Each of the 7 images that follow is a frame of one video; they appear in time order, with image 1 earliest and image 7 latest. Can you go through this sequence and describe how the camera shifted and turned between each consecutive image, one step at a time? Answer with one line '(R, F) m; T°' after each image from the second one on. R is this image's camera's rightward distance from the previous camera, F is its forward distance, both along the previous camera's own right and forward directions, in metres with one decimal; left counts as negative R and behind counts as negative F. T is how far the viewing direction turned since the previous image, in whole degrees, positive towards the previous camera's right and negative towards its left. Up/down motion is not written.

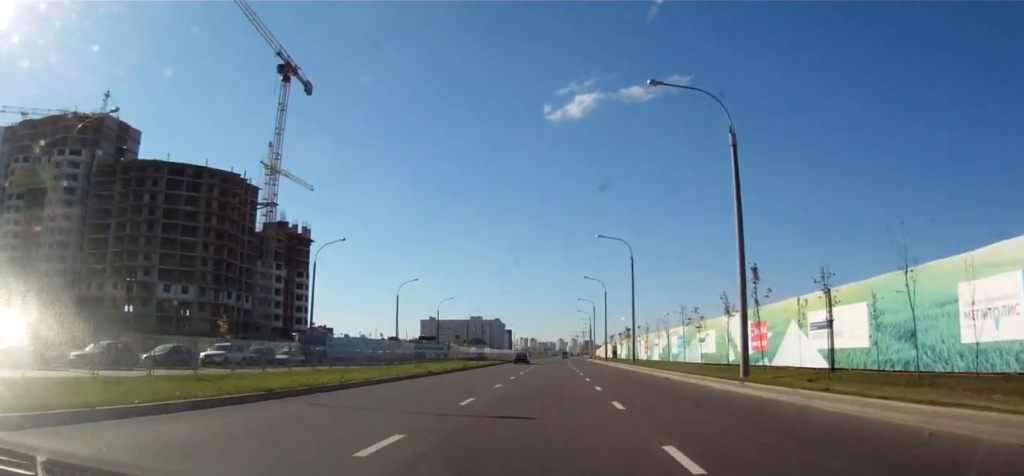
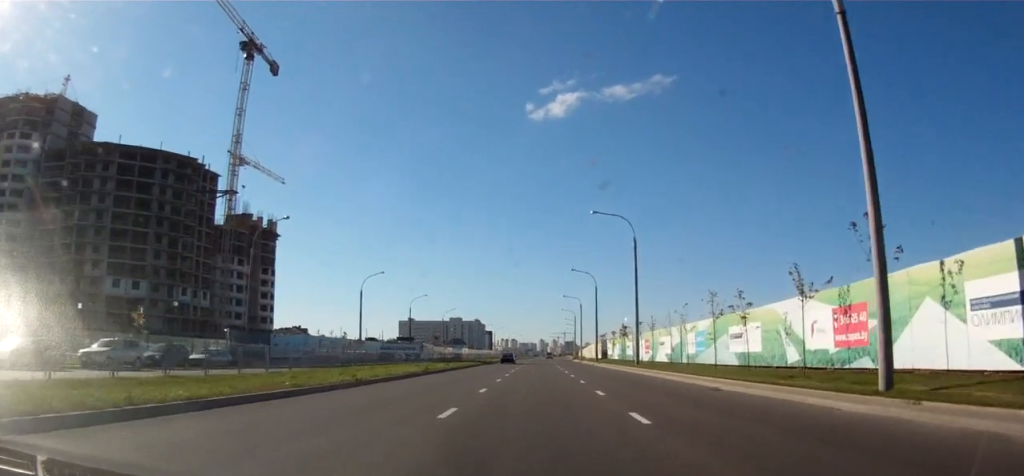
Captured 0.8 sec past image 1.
(+0.1, +11.1) m; +3°
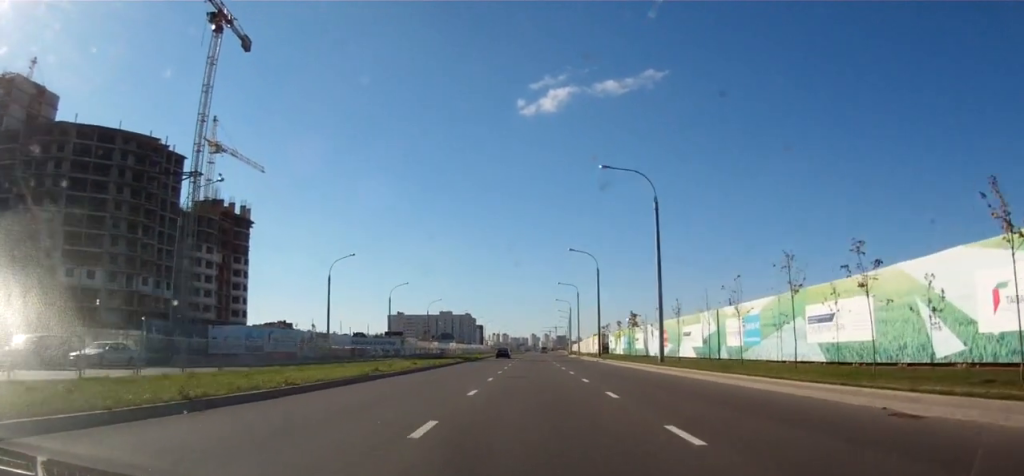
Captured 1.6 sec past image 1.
(+0.4, +10.8) m; +1°
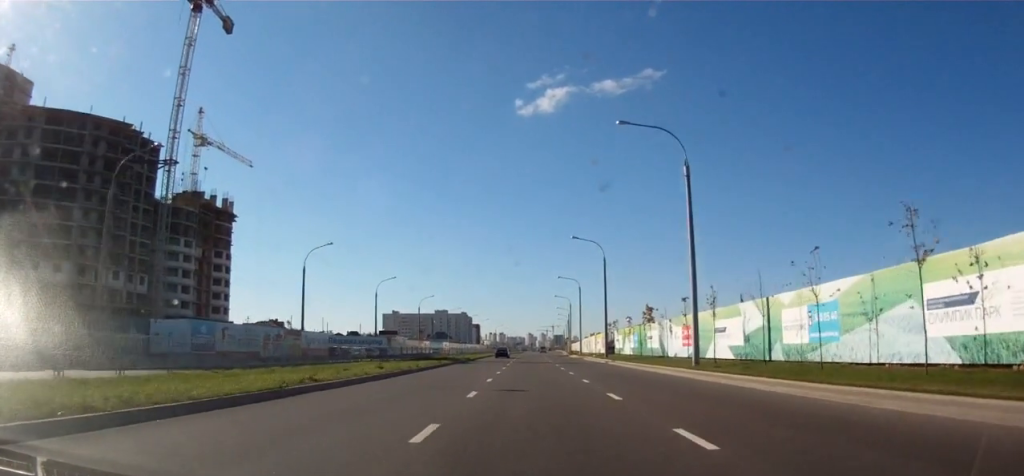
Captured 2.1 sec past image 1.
(0.0, +8.1) m; 0°
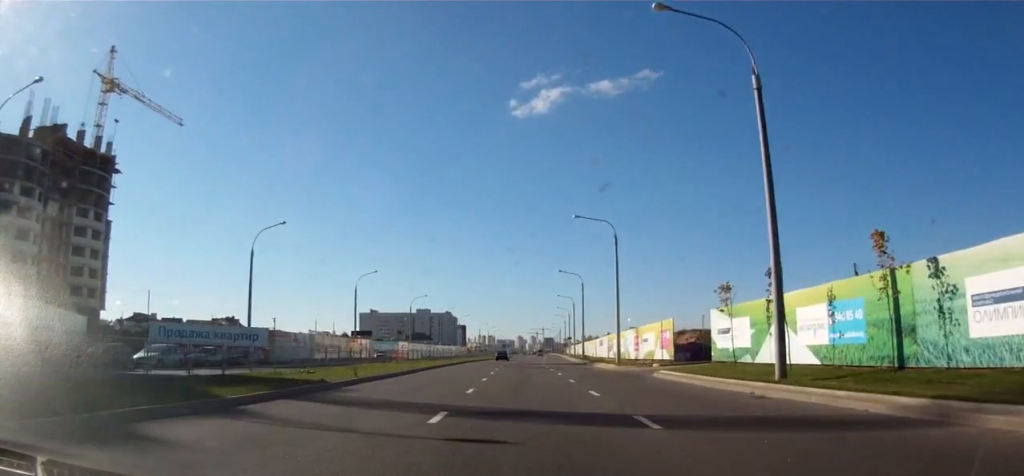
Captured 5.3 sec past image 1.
(+0.1, +46.5) m; +1°
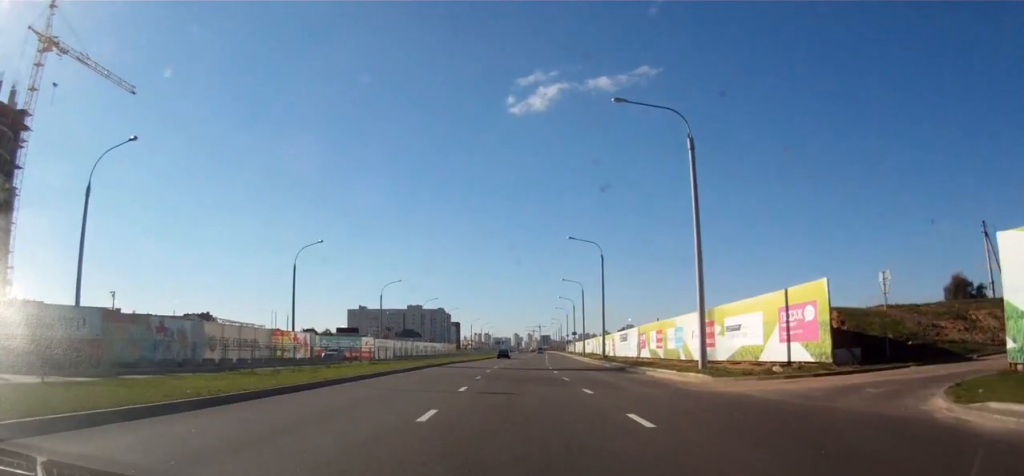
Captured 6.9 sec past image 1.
(0.0, +24.4) m; +1°
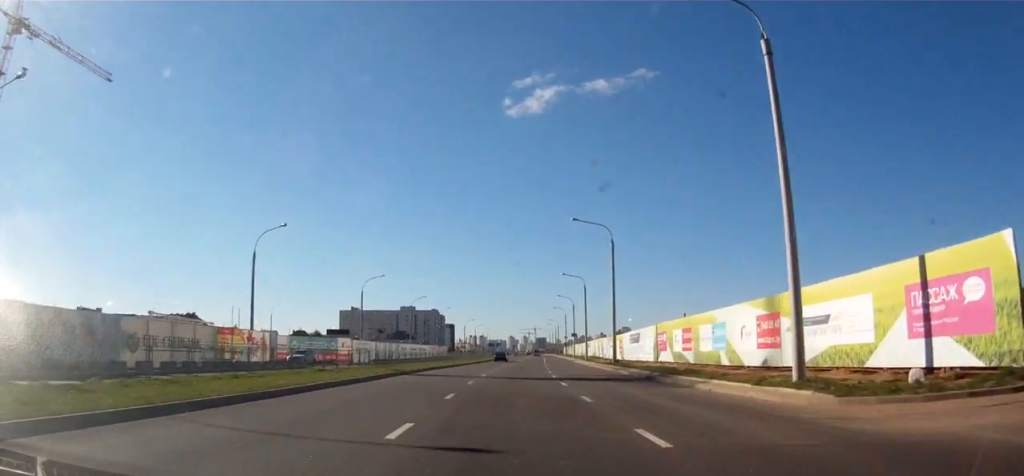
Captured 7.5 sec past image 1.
(+0.2, +10.1) m; 0°
